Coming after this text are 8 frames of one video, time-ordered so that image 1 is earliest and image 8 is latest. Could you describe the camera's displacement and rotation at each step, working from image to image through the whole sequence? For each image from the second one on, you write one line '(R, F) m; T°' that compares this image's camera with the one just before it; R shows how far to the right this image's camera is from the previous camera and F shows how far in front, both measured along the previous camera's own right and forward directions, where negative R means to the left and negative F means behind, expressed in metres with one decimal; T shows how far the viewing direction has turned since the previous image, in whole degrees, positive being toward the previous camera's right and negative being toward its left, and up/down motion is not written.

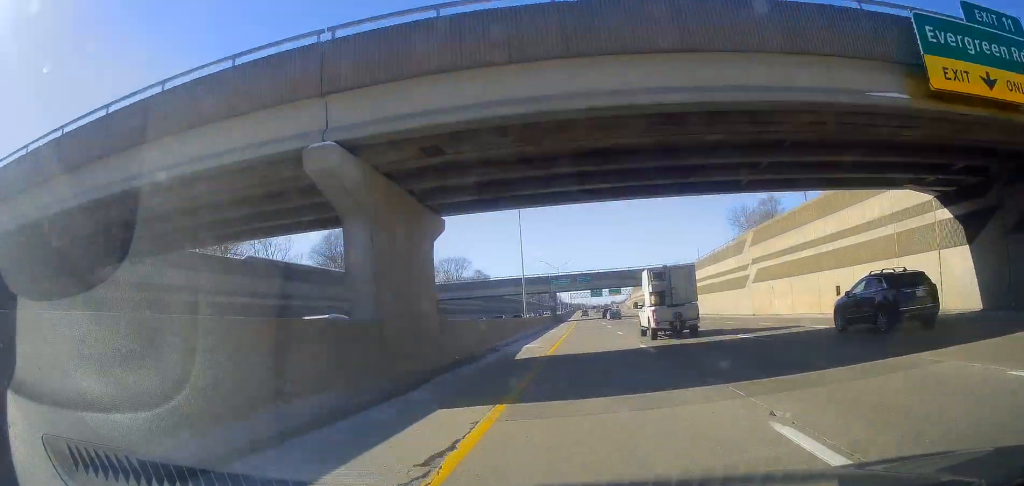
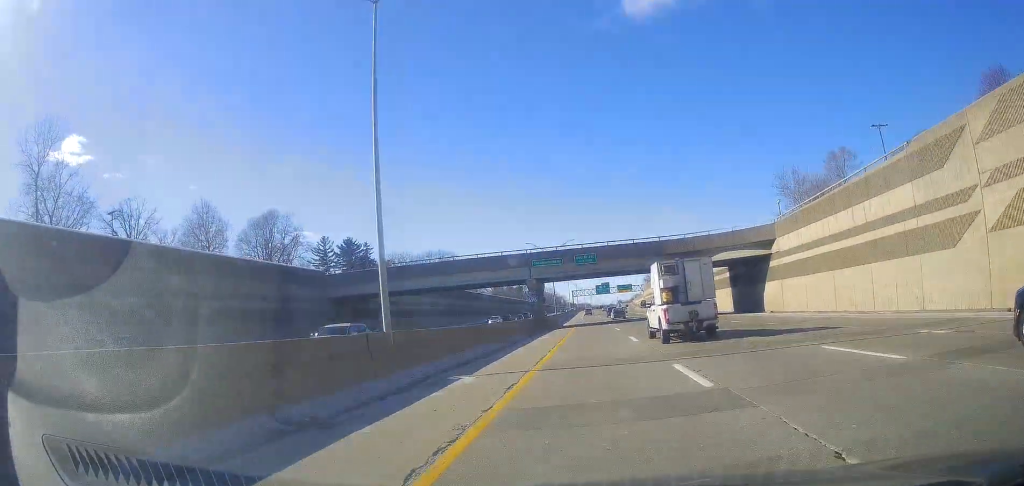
(0.0, +39.1) m; 0°
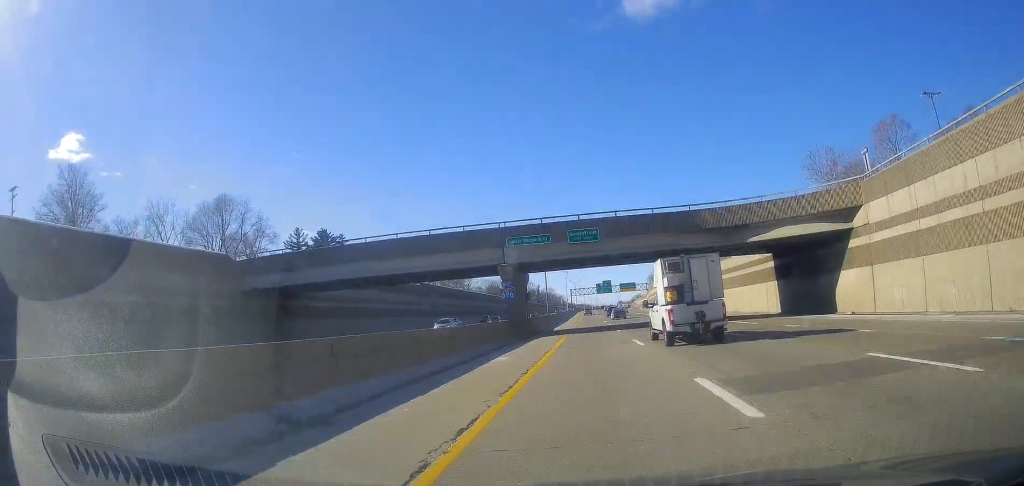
(0.0, +18.3) m; 0°
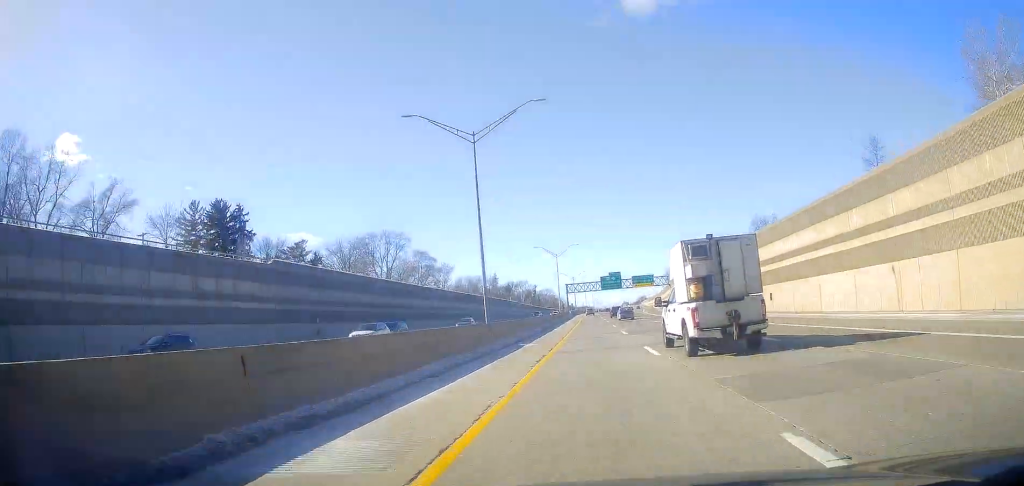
(+0.5, +50.9) m; 0°
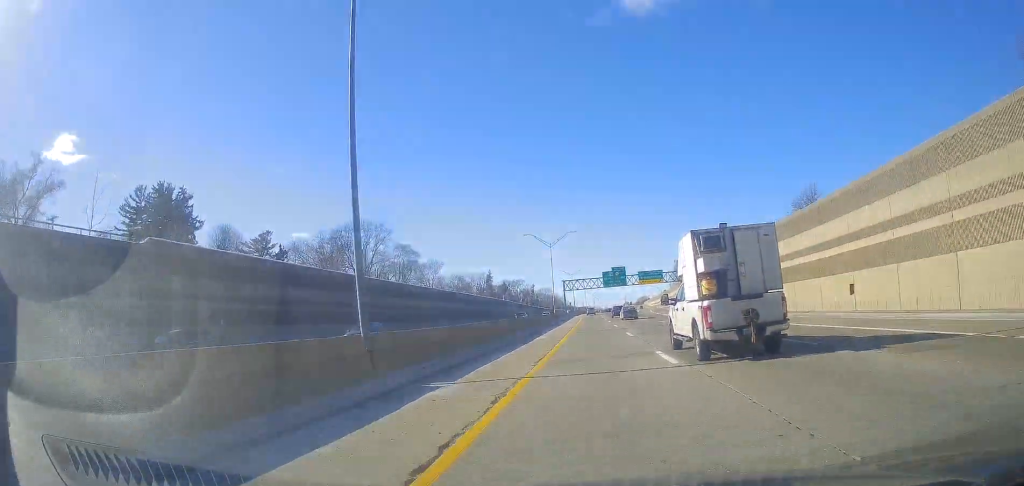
(+0.2, +18.3) m; 0°
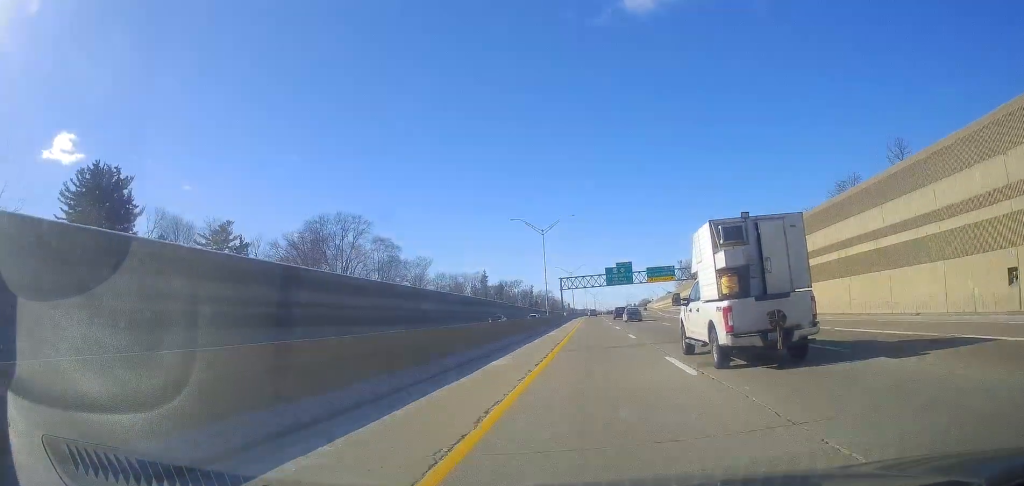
(-0.5, +17.1) m; 0°
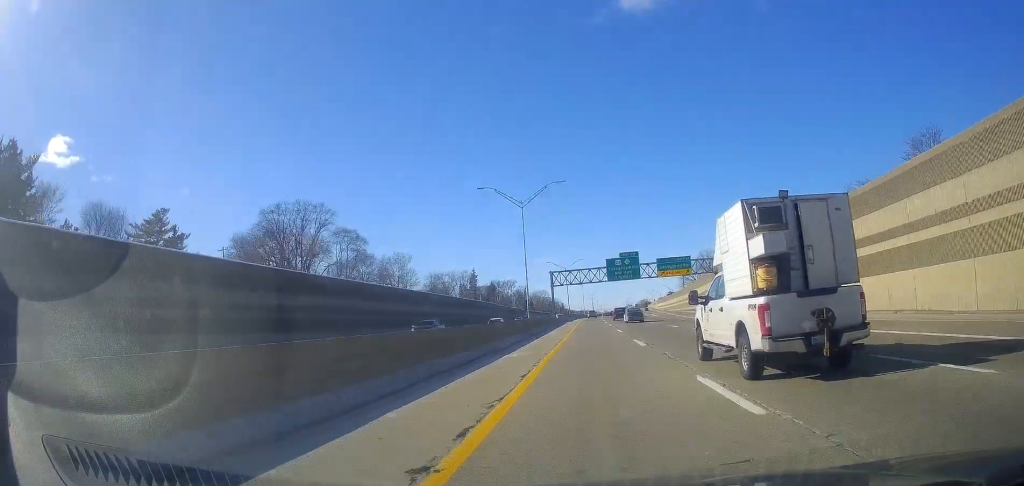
(-0.4, +21.0) m; 0°
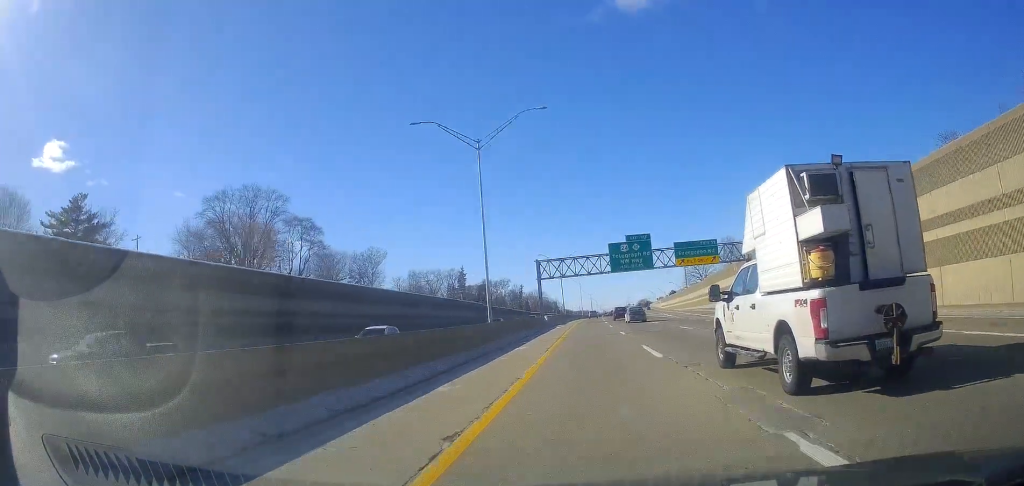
(+0.5, +20.9) m; 0°
